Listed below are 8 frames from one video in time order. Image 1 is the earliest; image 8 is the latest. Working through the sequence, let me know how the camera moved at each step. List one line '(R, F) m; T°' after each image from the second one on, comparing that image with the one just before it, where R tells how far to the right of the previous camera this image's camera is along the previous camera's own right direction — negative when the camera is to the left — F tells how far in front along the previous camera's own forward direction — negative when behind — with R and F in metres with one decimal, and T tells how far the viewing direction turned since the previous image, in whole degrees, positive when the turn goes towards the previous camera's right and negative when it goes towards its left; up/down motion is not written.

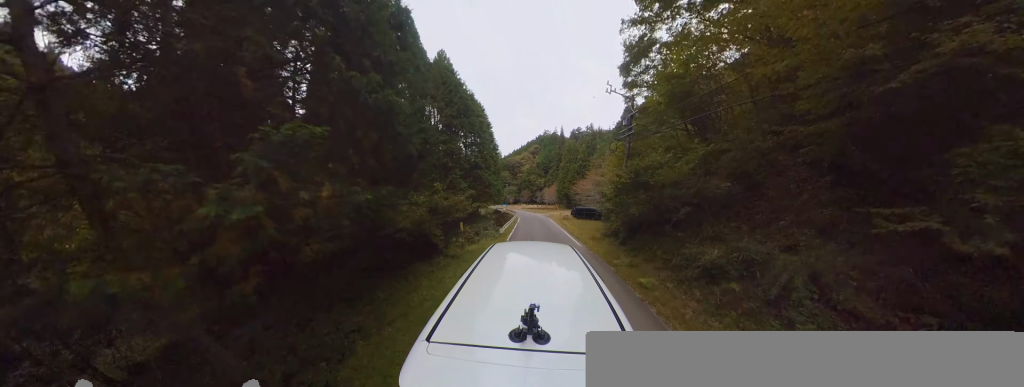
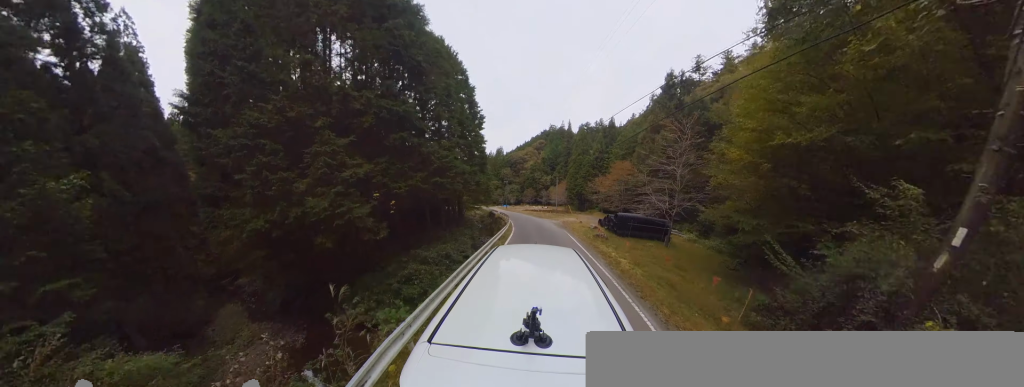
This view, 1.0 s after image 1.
(0.0, +11.2) m; -3°
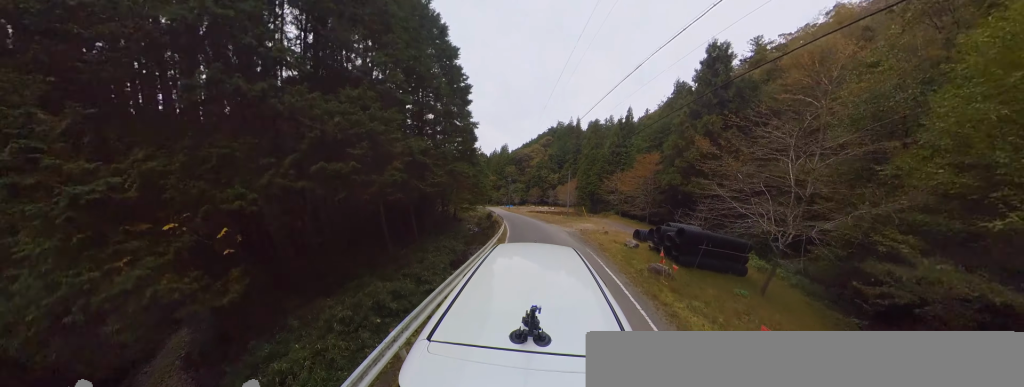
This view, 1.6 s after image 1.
(+0.5, +5.6) m; -3°
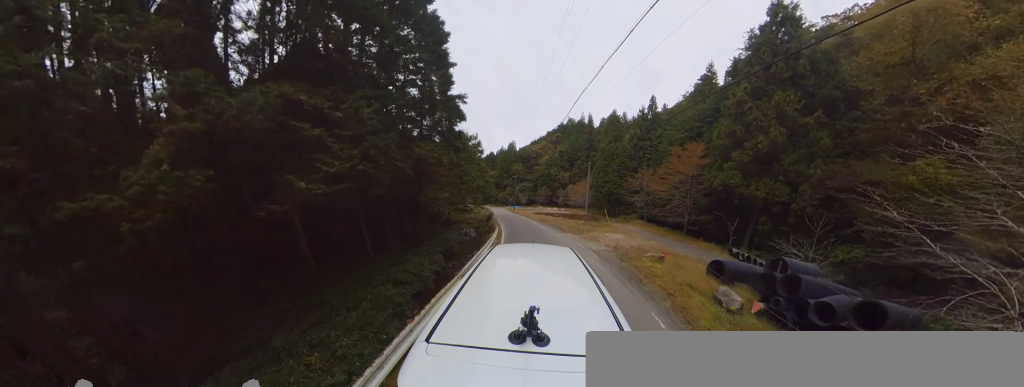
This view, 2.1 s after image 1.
(-0.9, +5.4) m; -6°
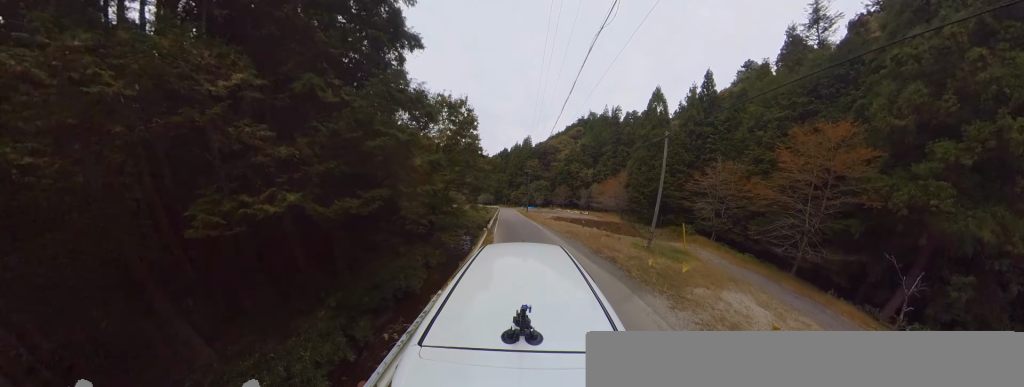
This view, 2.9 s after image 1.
(-0.7, +8.7) m; -6°
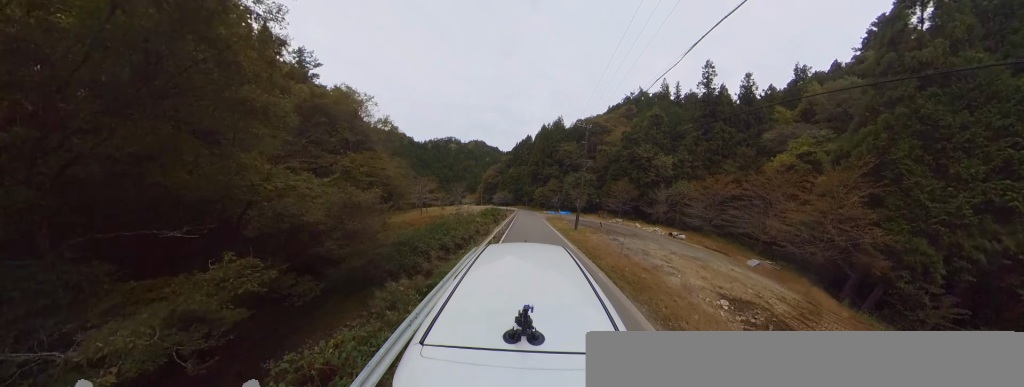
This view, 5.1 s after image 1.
(-1.7, +23.6) m; 0°
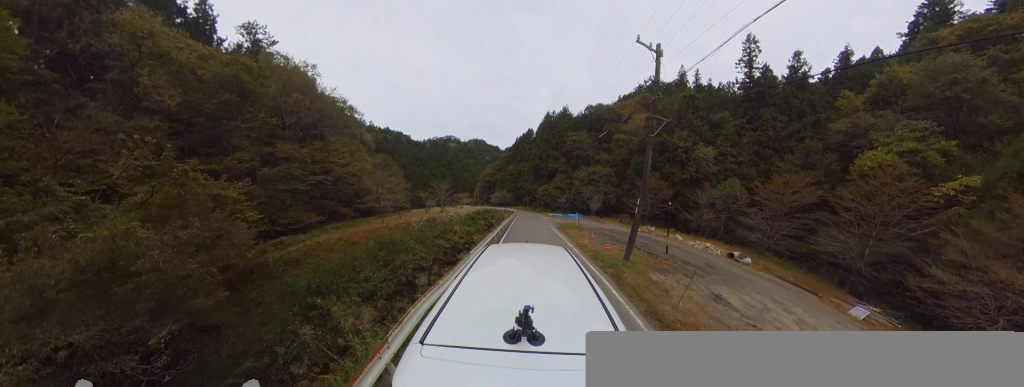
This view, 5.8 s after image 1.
(+0.4, +8.4) m; +4°
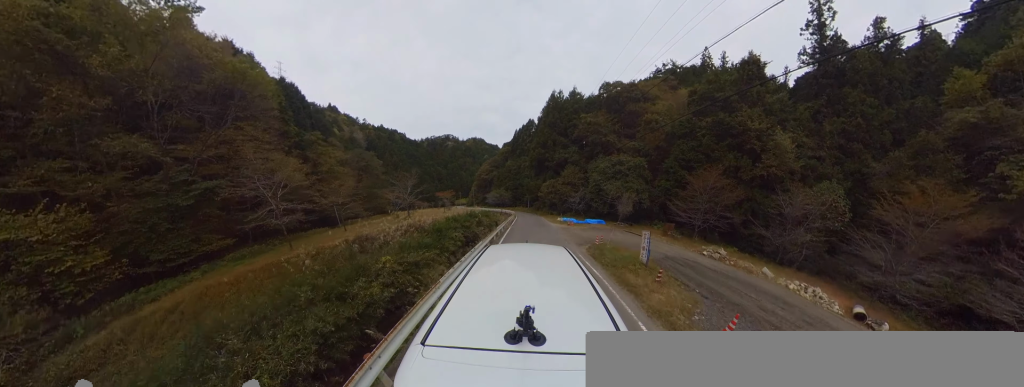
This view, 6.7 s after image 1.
(+0.9, +10.5) m; -2°
